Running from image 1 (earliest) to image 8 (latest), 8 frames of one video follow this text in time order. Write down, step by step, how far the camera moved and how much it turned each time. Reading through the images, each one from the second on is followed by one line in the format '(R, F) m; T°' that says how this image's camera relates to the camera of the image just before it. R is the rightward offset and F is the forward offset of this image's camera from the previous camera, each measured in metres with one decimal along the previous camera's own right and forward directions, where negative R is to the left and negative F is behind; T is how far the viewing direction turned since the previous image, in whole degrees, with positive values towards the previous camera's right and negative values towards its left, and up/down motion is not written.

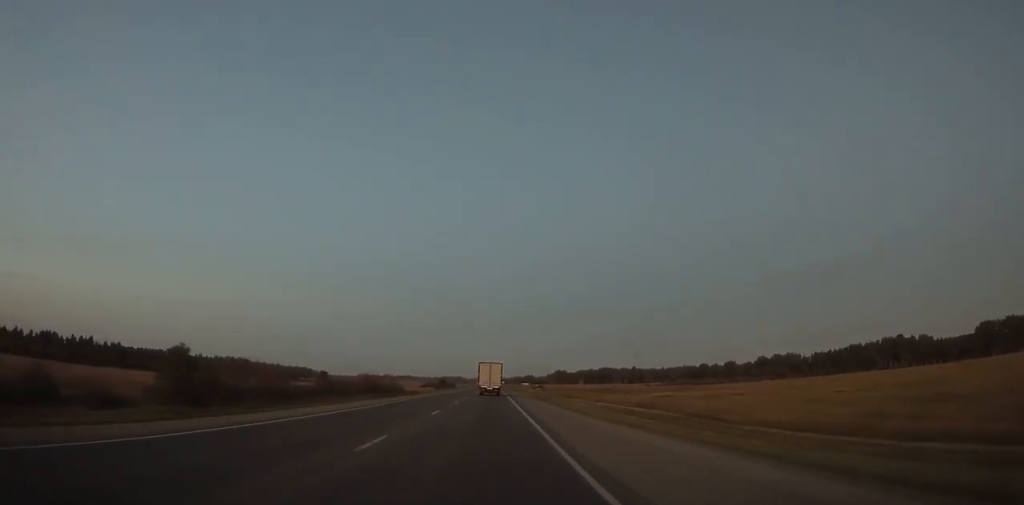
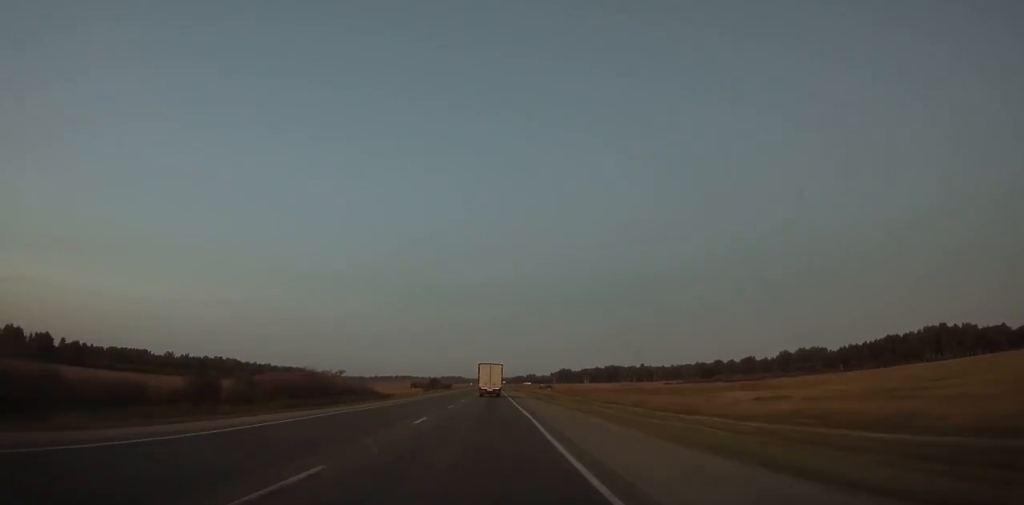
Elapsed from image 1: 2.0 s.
(+0.1, +40.9) m; 0°
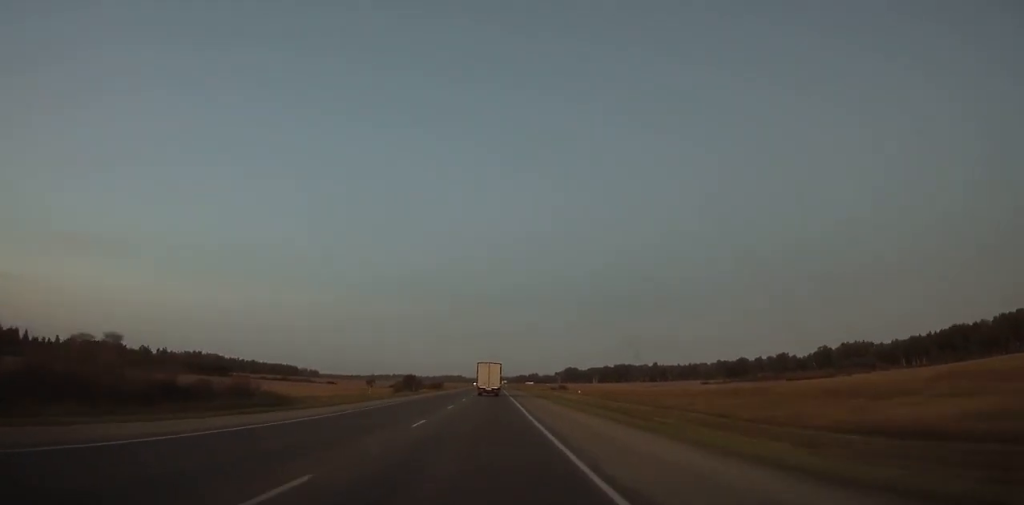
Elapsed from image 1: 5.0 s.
(-0.1, +61.3) m; 0°
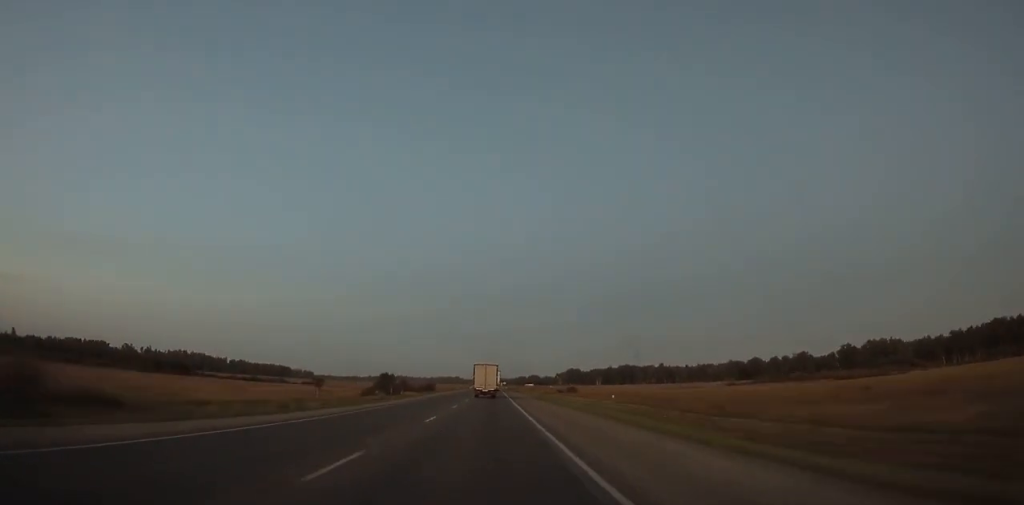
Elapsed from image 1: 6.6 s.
(0.0, +32.7) m; 0°
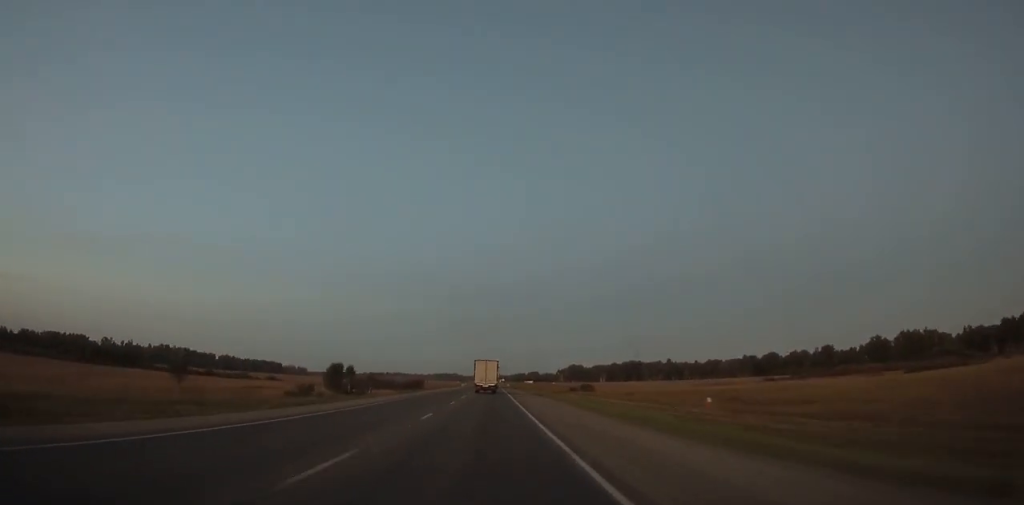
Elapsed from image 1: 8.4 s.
(0.0, +36.8) m; 0°
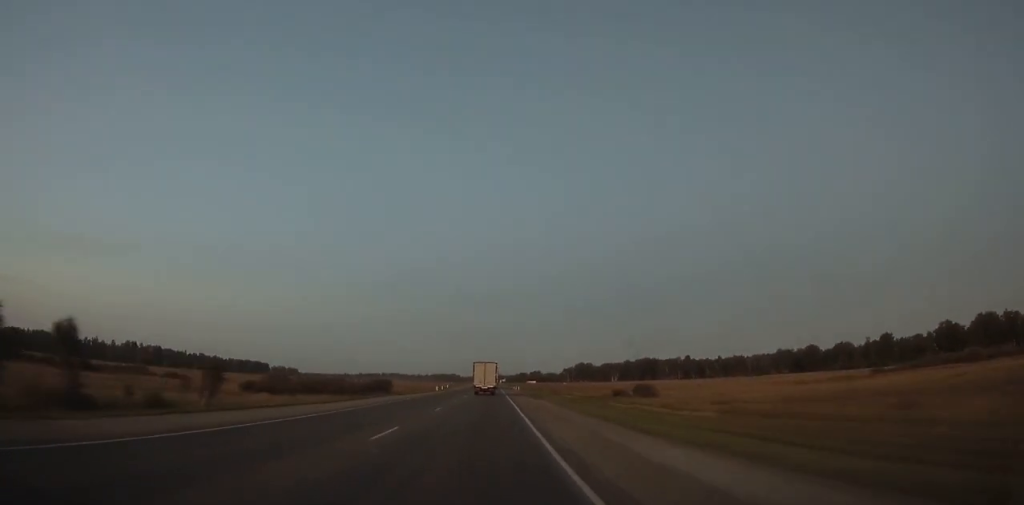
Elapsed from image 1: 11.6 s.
(+0.1, +65.8) m; 0°
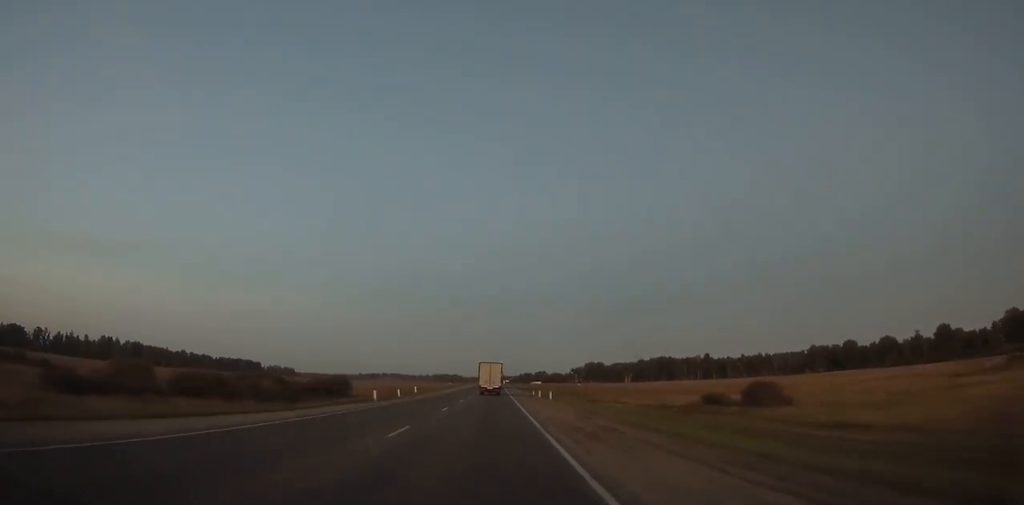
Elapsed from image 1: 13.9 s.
(-0.2, +47.6) m; 0°
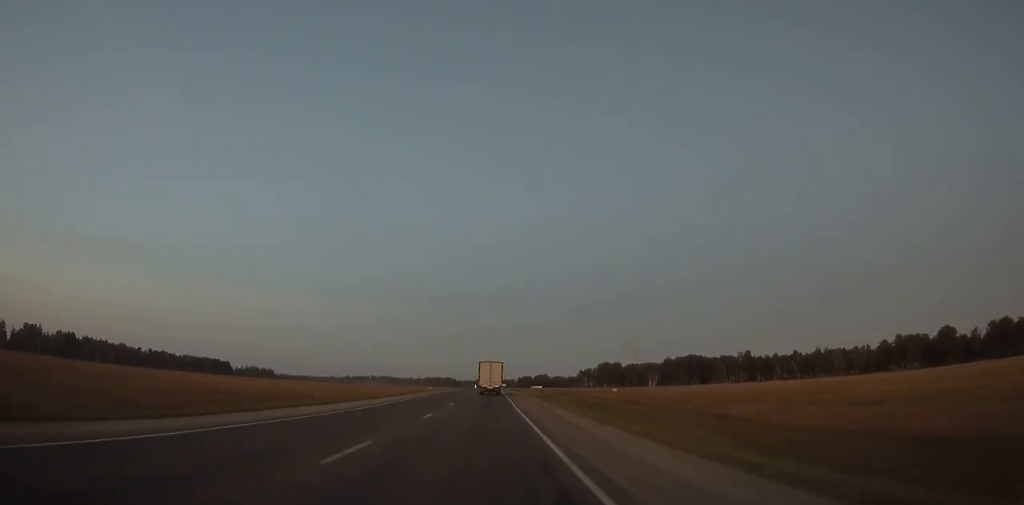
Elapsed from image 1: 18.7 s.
(+0.3, +99.2) m; 0°
